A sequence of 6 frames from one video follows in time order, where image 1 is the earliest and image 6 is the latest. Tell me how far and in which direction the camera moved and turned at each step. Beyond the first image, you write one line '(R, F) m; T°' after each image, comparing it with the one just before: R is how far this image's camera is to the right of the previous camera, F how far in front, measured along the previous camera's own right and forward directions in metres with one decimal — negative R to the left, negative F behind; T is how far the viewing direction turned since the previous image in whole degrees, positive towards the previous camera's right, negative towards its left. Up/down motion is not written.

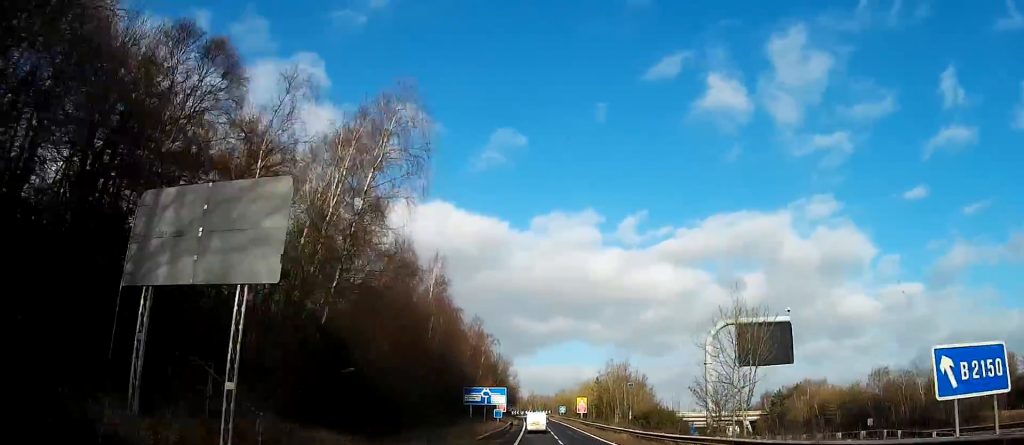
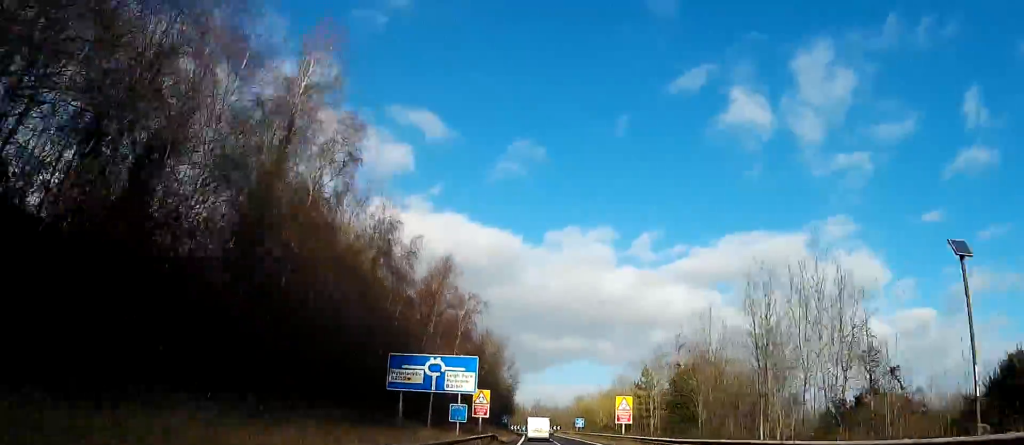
(-0.7, +46.3) m; -1°
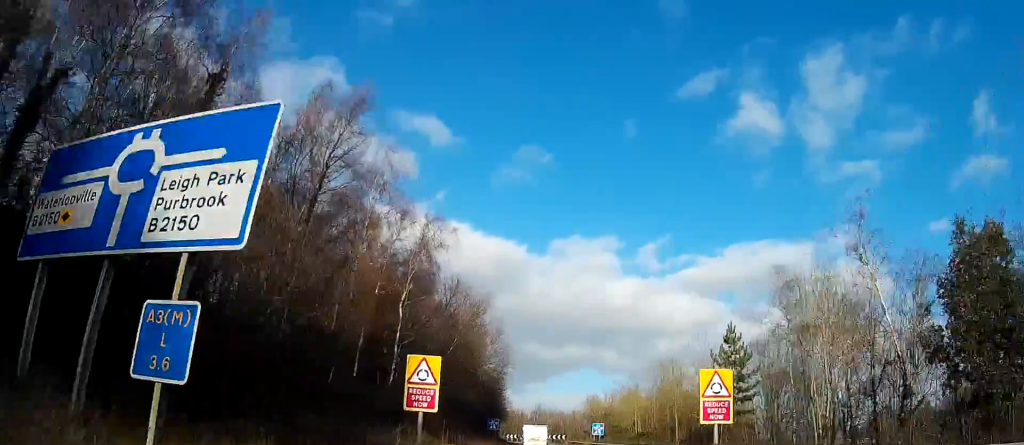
(+0.1, +31.7) m; 0°
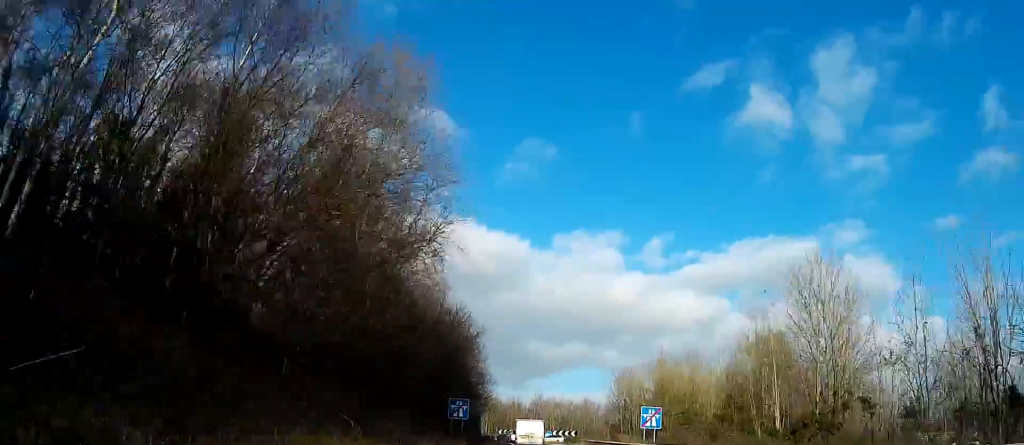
(-0.3, +35.7) m; -1°
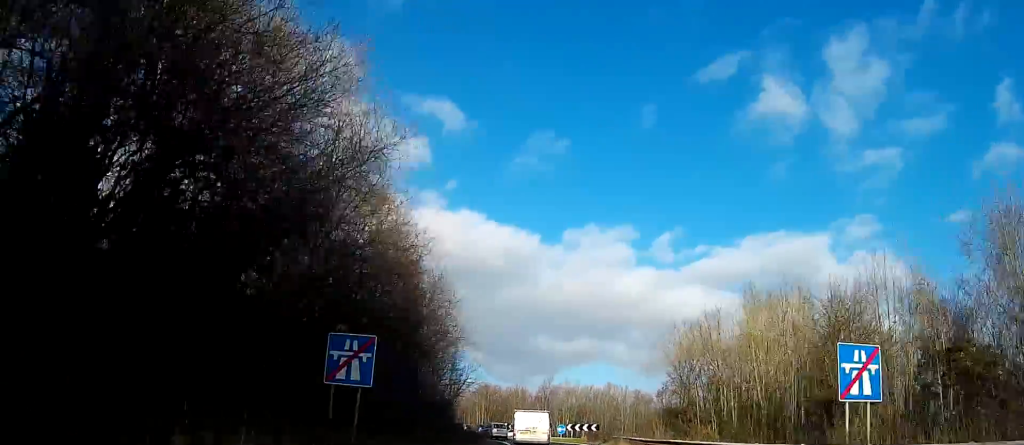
(-0.3, +27.7) m; 0°
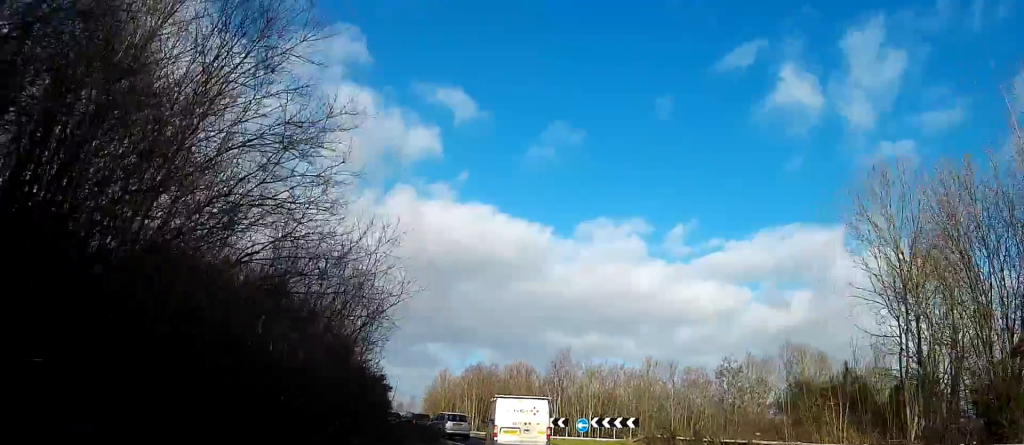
(+0.5, +29.5) m; +4°
